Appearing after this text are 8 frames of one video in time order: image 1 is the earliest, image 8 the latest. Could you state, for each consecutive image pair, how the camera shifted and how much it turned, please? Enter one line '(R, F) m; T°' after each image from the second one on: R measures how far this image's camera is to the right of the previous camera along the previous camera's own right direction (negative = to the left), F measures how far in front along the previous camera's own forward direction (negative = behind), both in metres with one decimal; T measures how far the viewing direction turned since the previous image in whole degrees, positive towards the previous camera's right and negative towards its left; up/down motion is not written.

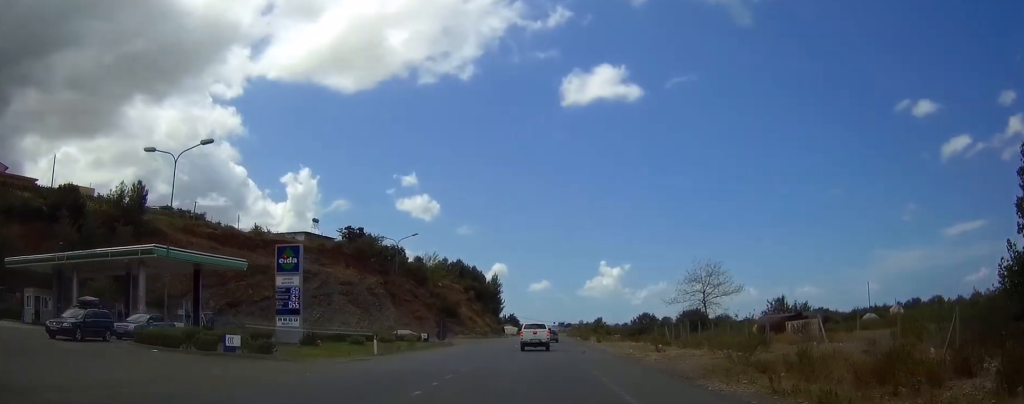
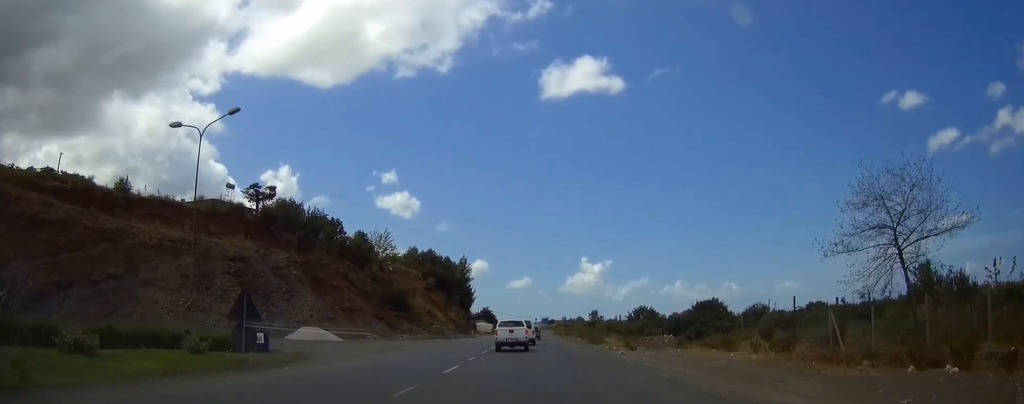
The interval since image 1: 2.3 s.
(+1.3, +35.8) m; +3°
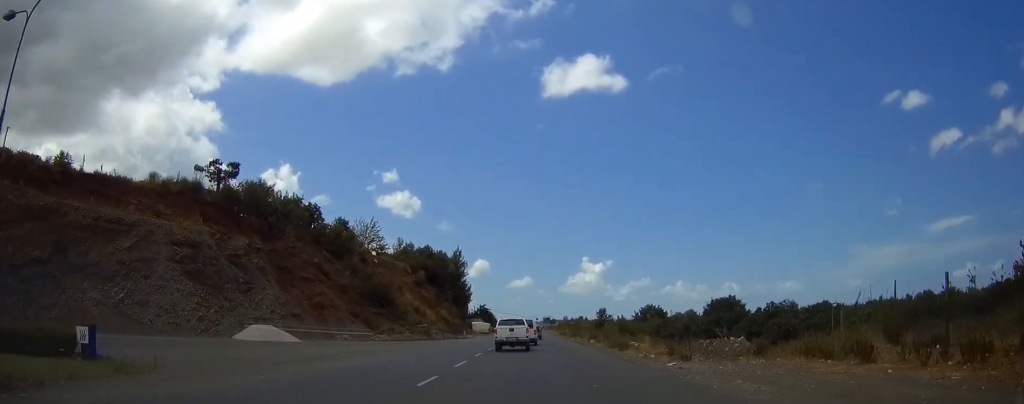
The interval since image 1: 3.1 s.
(0.0, +12.3) m; 0°
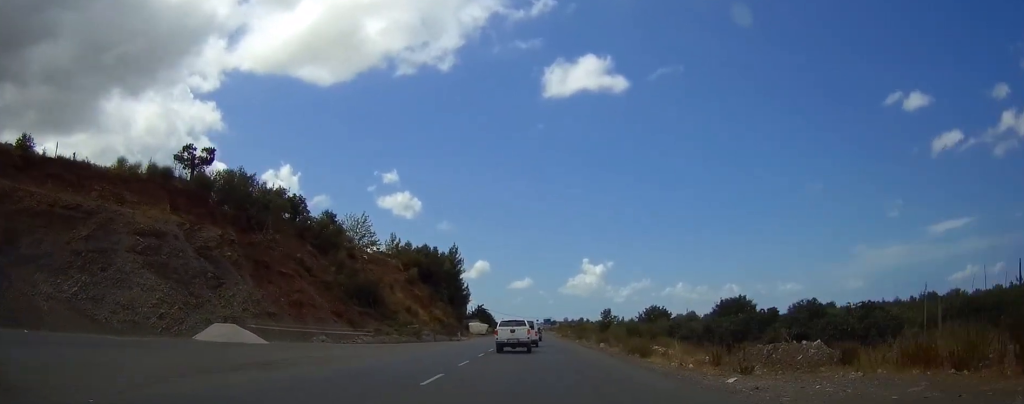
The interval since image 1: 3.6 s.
(-0.1, +6.8) m; 0°
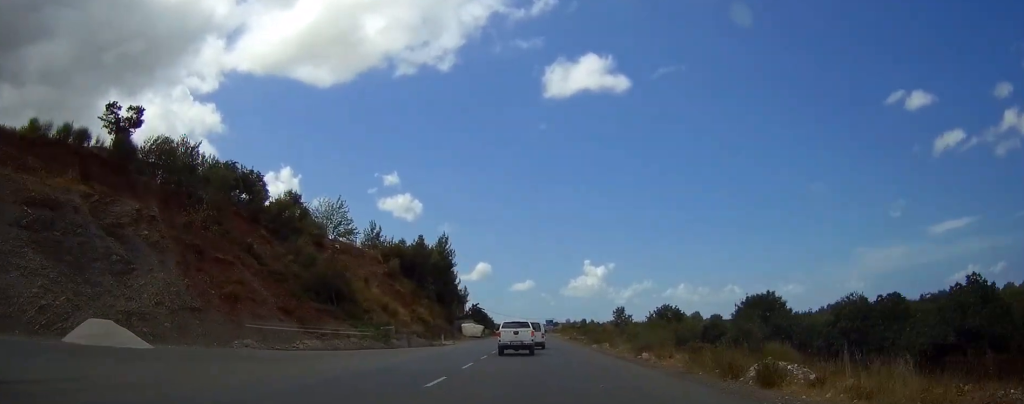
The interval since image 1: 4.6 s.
(+0.1, +15.0) m; 0°
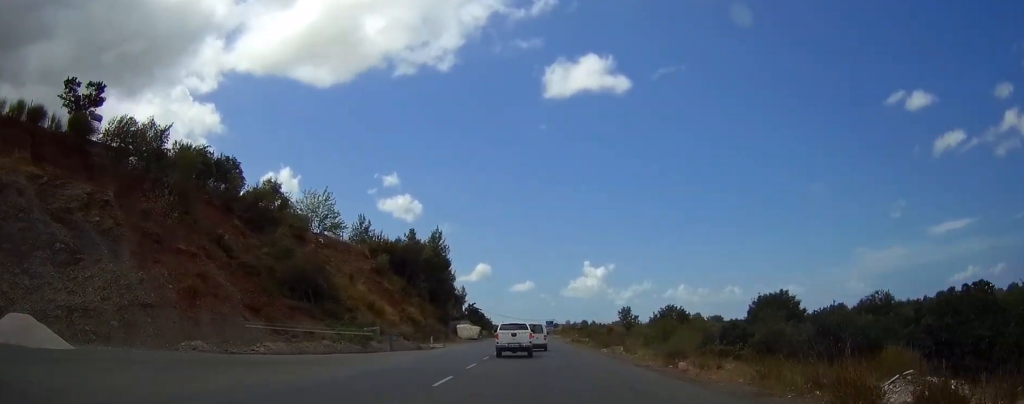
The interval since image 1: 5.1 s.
(-0.1, +6.3) m; 0°
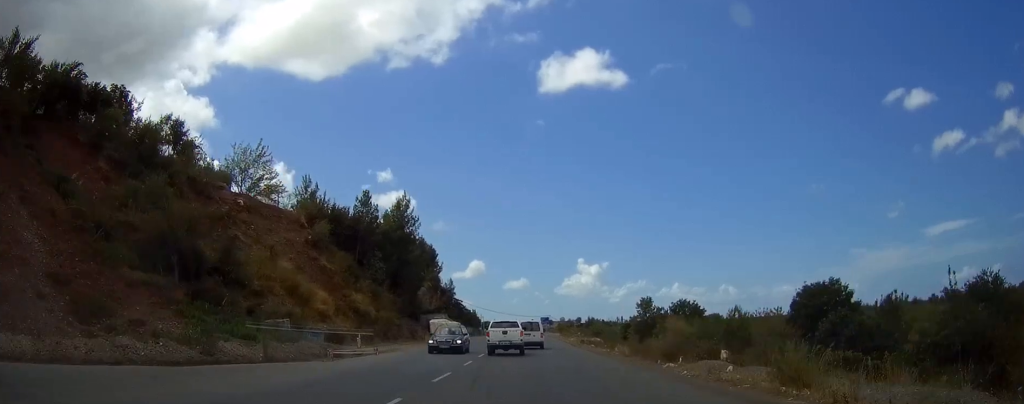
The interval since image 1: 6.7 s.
(-0.1, +21.7) m; 0°
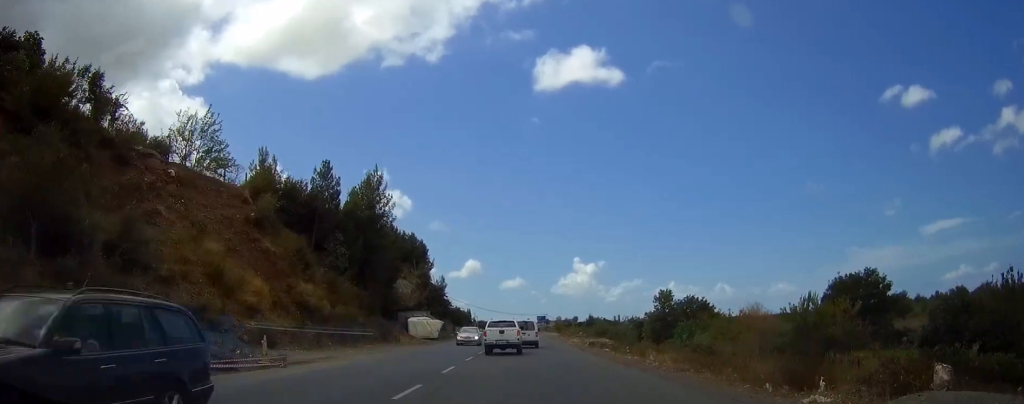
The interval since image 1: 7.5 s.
(0.0, +12.0) m; +1°
